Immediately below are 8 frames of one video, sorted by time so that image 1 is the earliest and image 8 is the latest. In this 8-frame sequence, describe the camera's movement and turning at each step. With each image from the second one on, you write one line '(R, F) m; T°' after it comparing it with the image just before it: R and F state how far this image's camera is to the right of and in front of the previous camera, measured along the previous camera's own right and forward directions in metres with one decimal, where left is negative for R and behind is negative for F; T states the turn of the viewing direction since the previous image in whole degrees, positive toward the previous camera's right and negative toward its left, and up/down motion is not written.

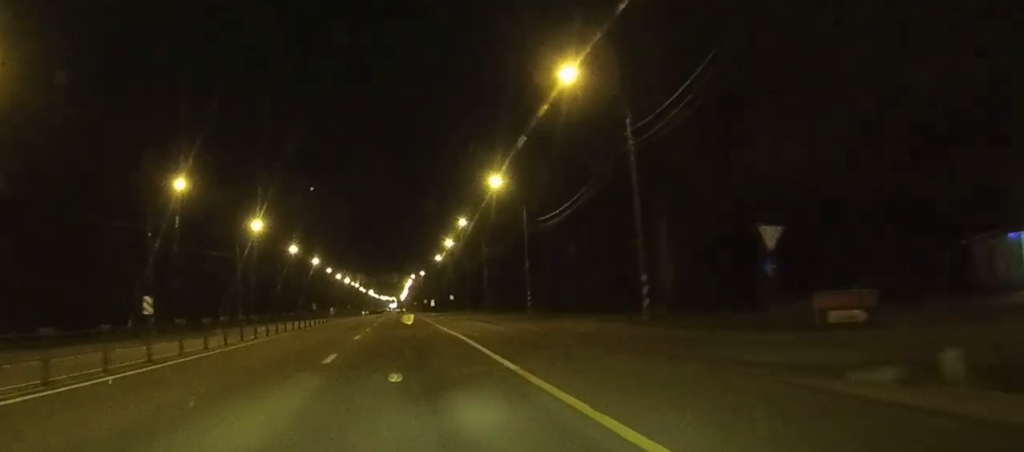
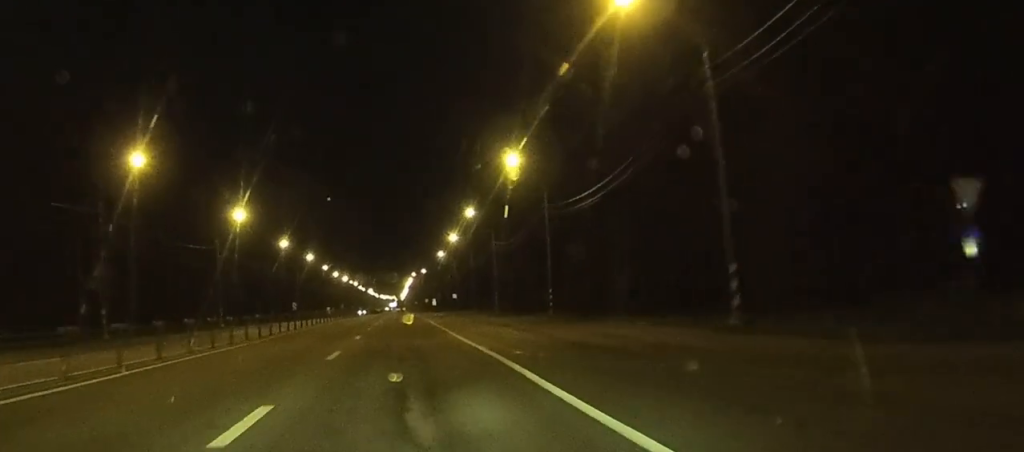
(0.0, +10.9) m; 0°
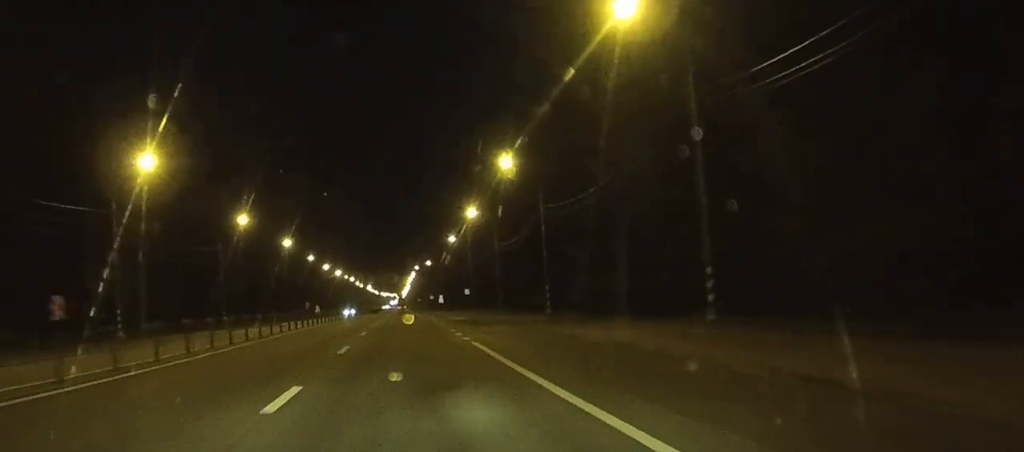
(-0.1, +33.3) m; -1°
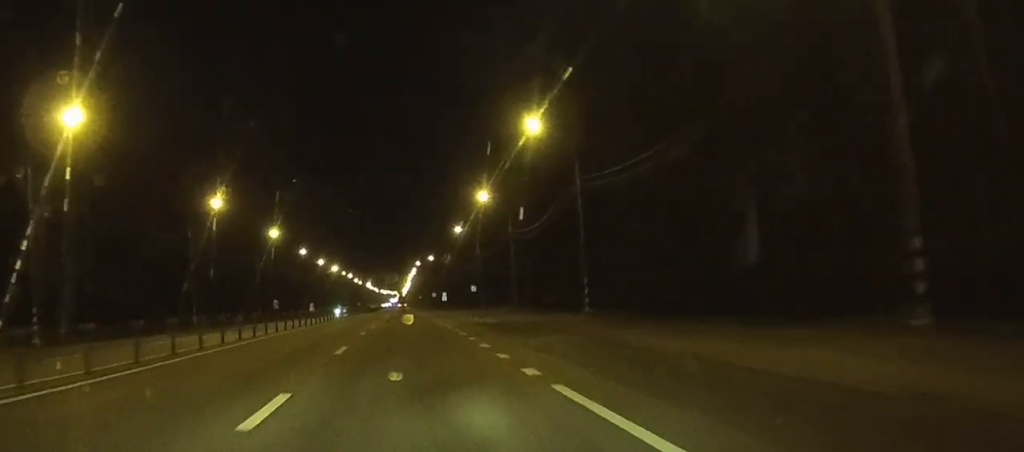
(0.0, +13.6) m; 0°
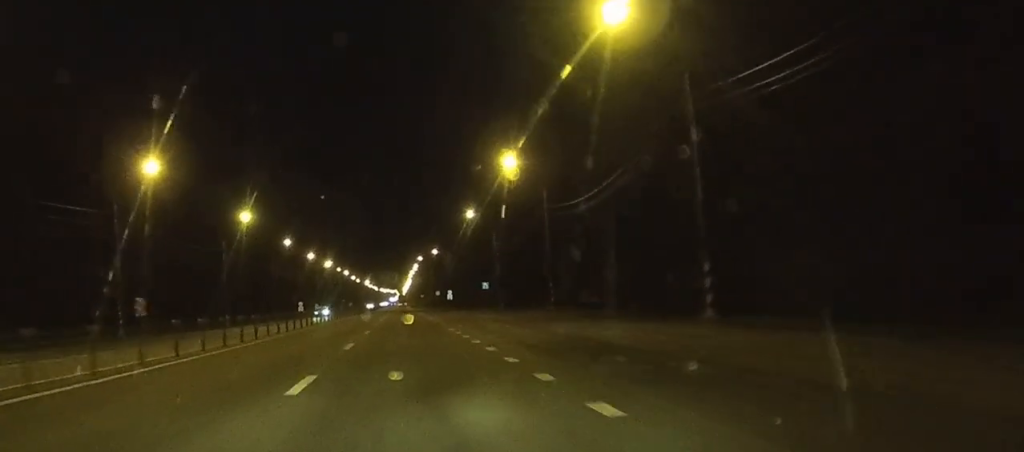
(-0.1, +21.0) m; 0°
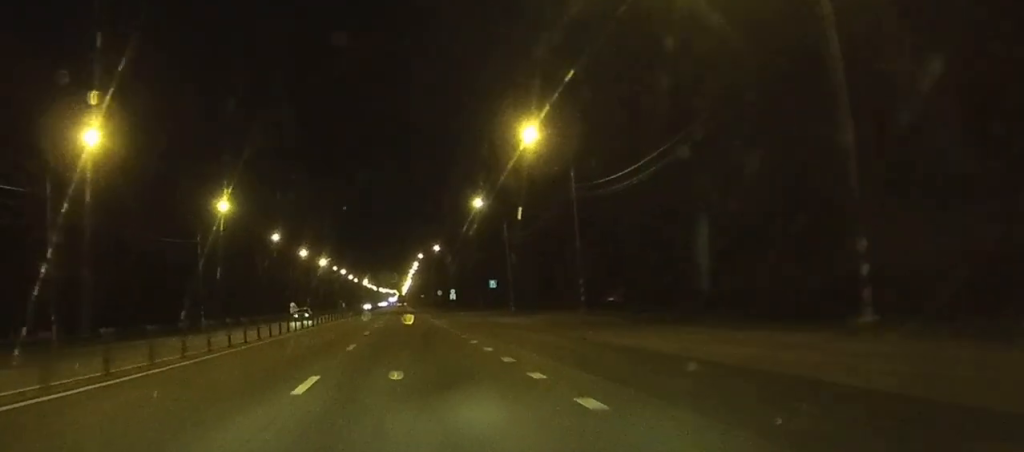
(0.0, +11.4) m; 0°
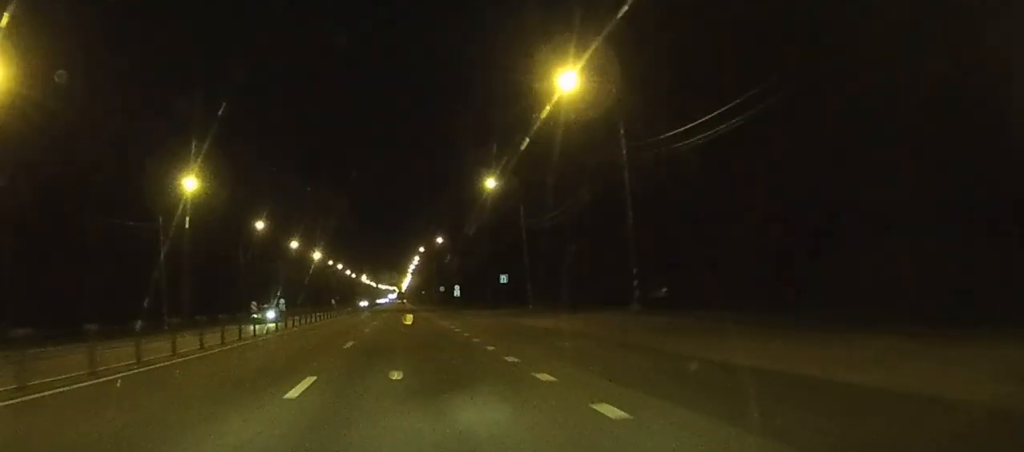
(0.0, +13.0) m; 0°
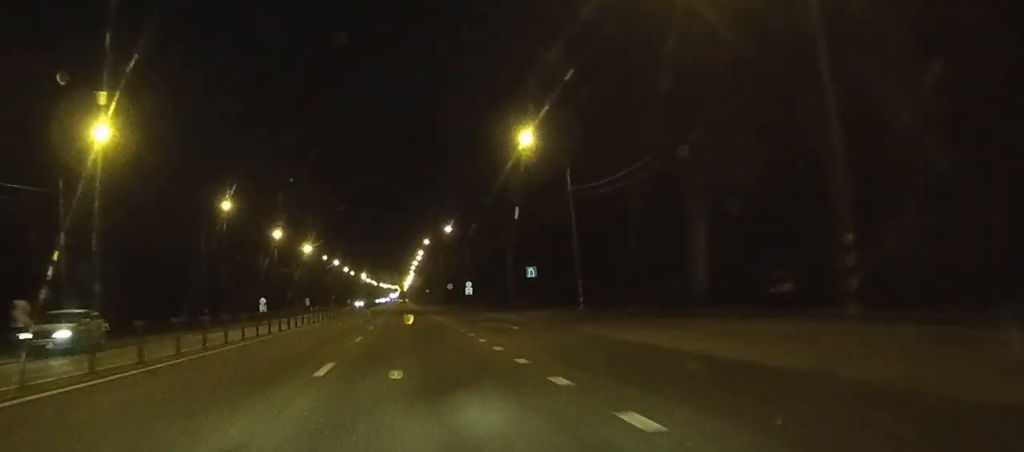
(0.0, +21.3) m; 0°
